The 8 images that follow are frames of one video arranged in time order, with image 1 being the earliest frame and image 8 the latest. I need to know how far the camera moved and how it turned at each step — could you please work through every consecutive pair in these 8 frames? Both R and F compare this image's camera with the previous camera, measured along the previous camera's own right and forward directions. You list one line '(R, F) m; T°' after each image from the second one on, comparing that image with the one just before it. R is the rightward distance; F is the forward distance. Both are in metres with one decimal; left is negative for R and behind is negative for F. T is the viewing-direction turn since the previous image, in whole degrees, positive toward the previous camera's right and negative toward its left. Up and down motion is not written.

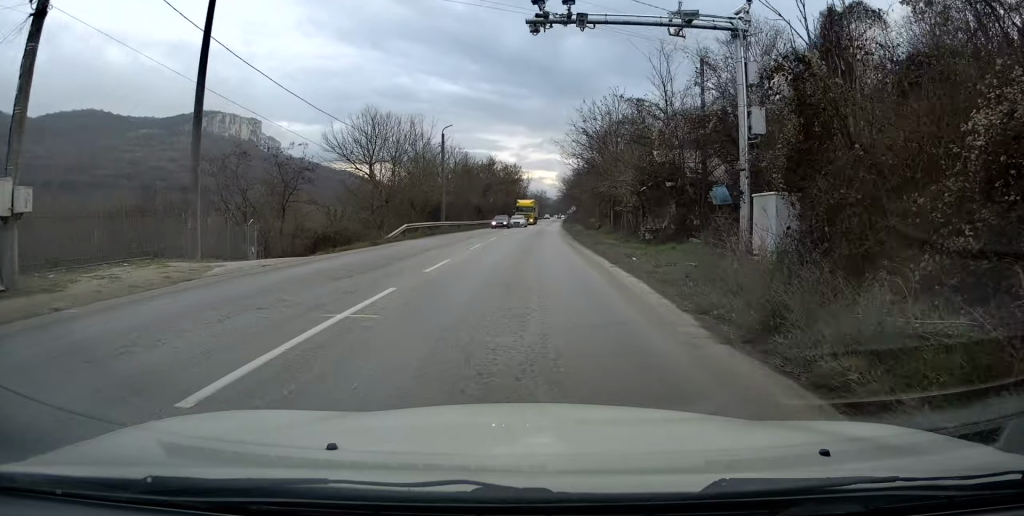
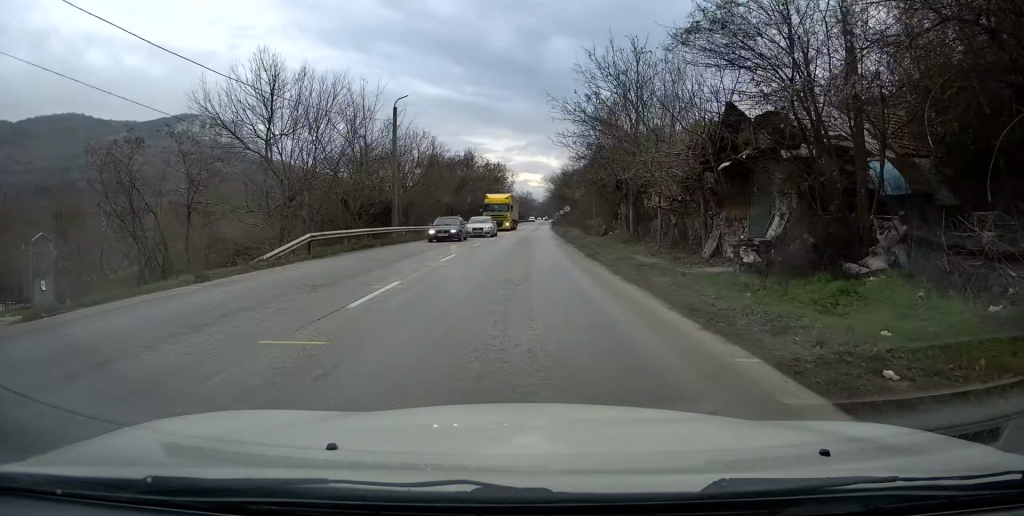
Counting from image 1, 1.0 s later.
(+0.4, +13.0) m; +1°
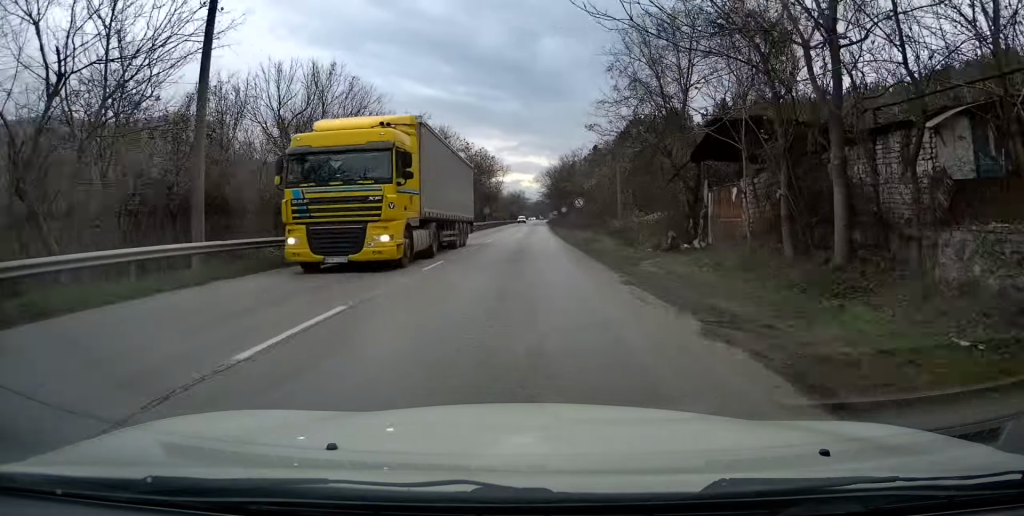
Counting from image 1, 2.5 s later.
(-0.3, +20.8) m; 0°
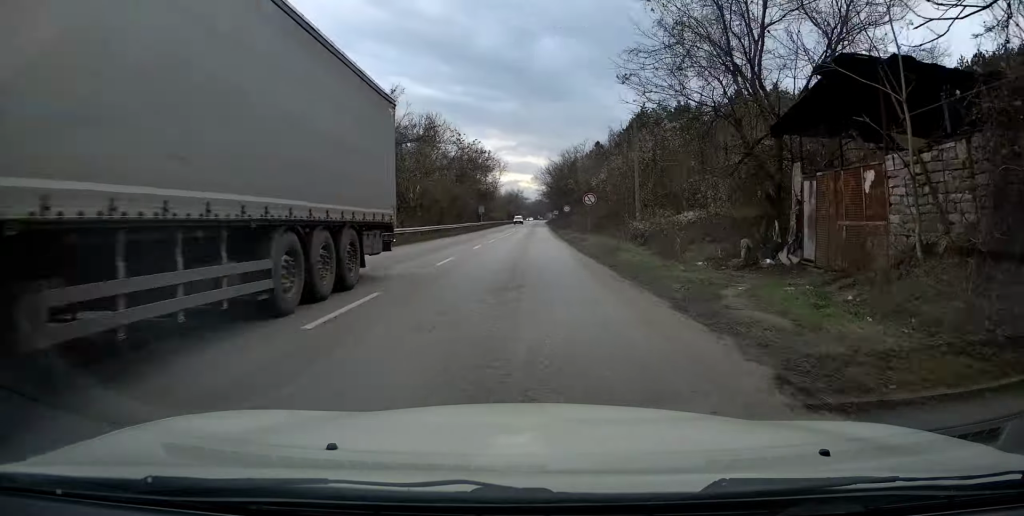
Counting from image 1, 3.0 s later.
(0.0, +7.3) m; 0°
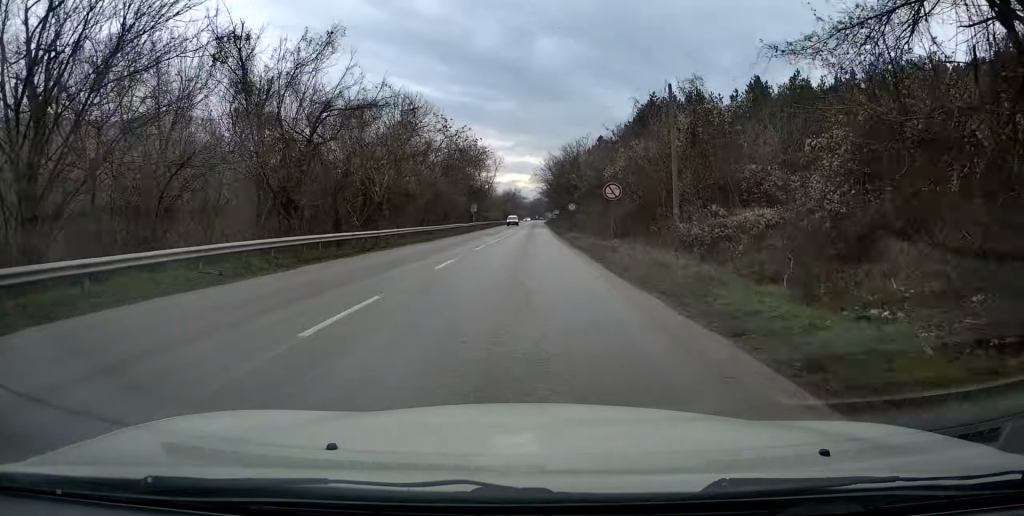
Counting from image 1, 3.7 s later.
(+0.1, +9.3) m; 0°
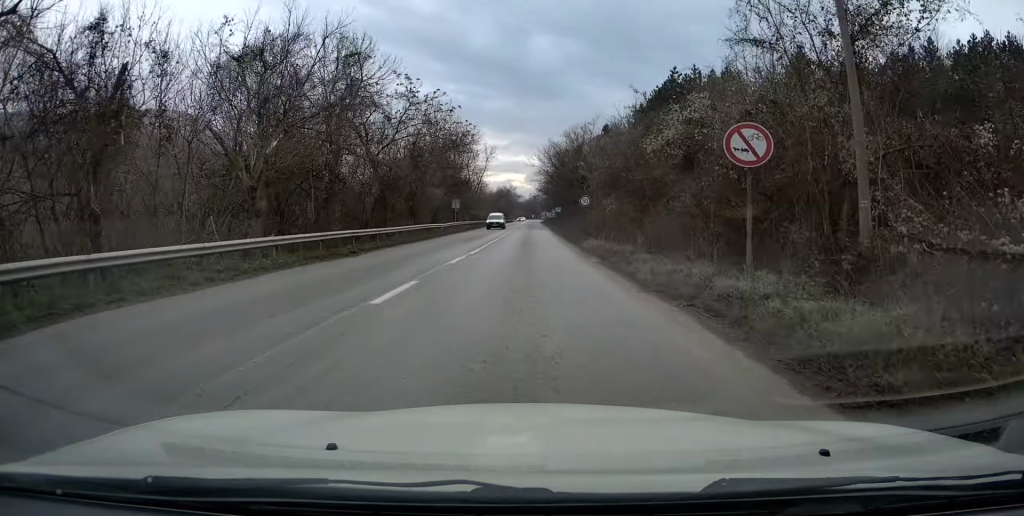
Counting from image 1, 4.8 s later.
(0.0, +14.9) m; 0°
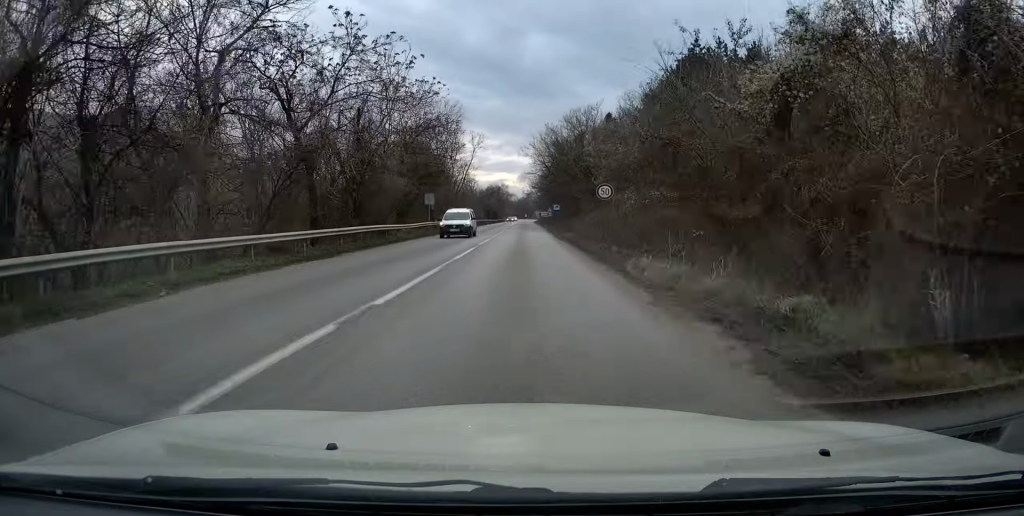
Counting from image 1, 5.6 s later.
(0.0, +12.2) m; 0°
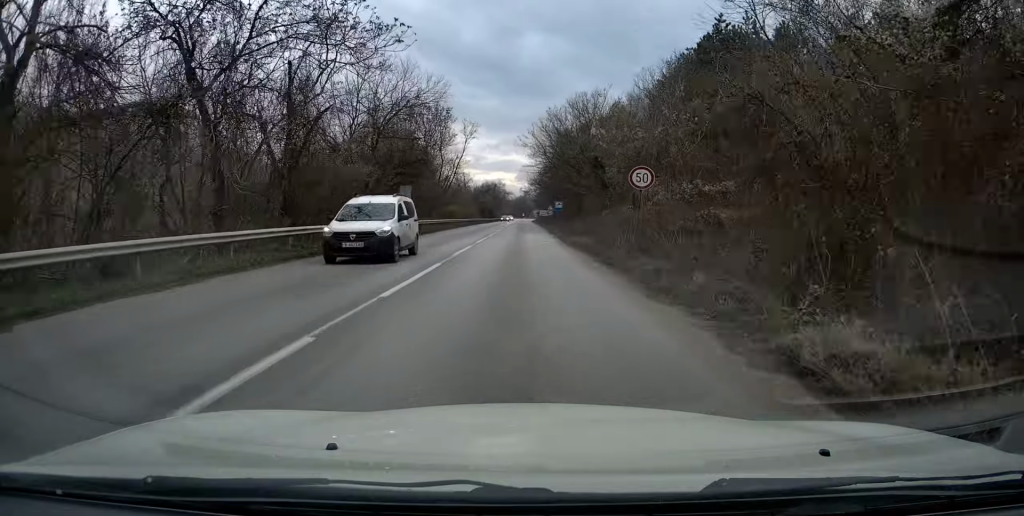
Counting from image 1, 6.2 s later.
(0.0, +8.5) m; 0°
